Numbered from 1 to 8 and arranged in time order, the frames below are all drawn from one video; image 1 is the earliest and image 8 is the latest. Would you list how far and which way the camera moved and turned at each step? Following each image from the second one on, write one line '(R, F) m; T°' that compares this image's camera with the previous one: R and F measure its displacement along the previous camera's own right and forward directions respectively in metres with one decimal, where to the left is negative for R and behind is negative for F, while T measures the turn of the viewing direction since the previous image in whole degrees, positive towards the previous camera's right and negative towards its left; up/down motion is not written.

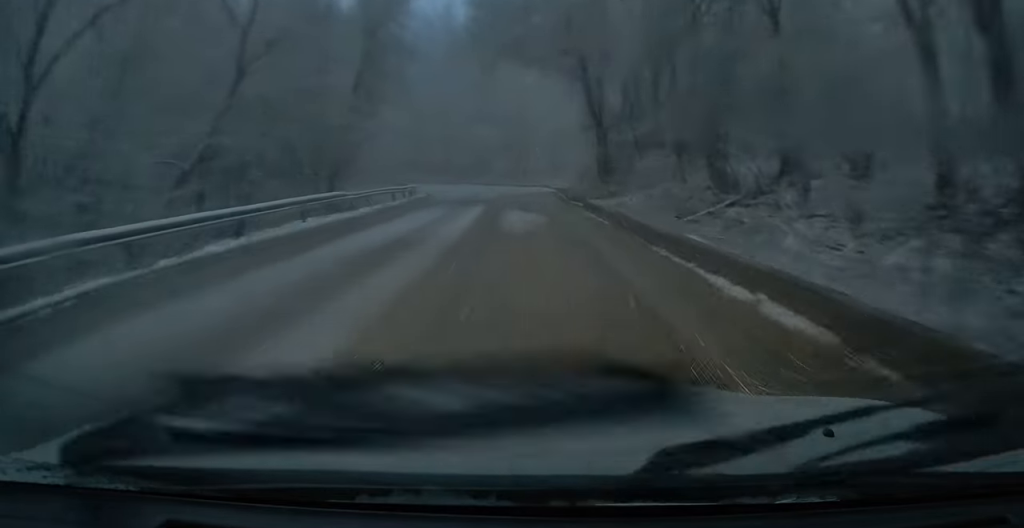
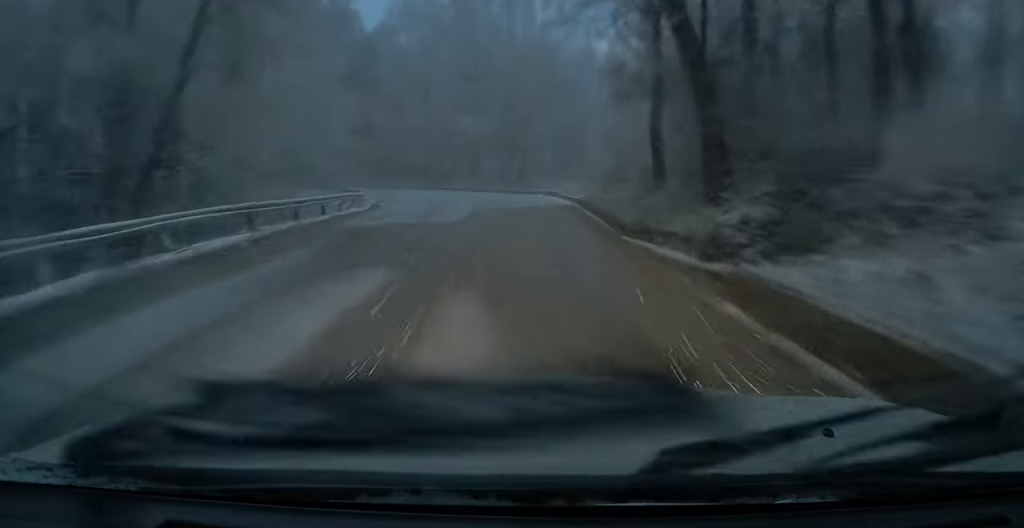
(-0.8, +15.4) m; 0°
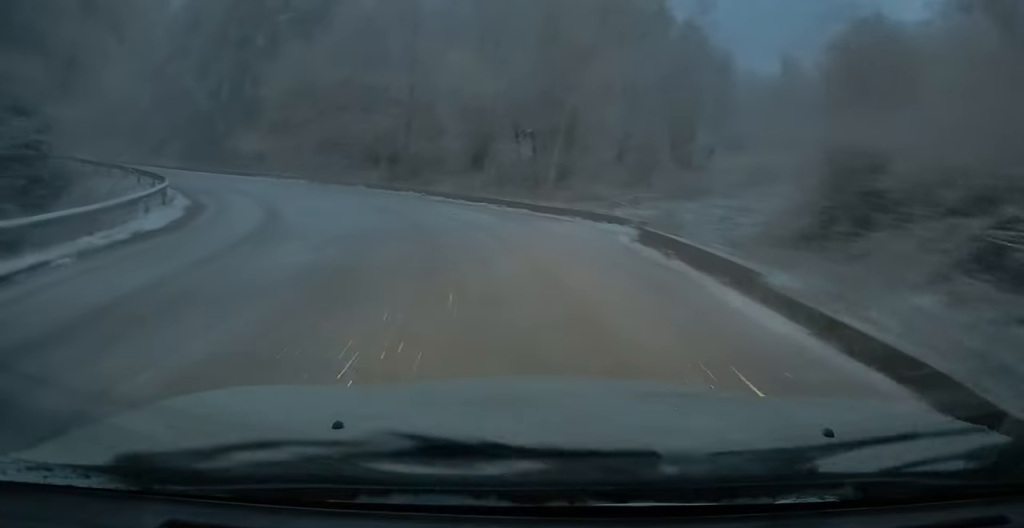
(-1.3, +22.9) m; -15°
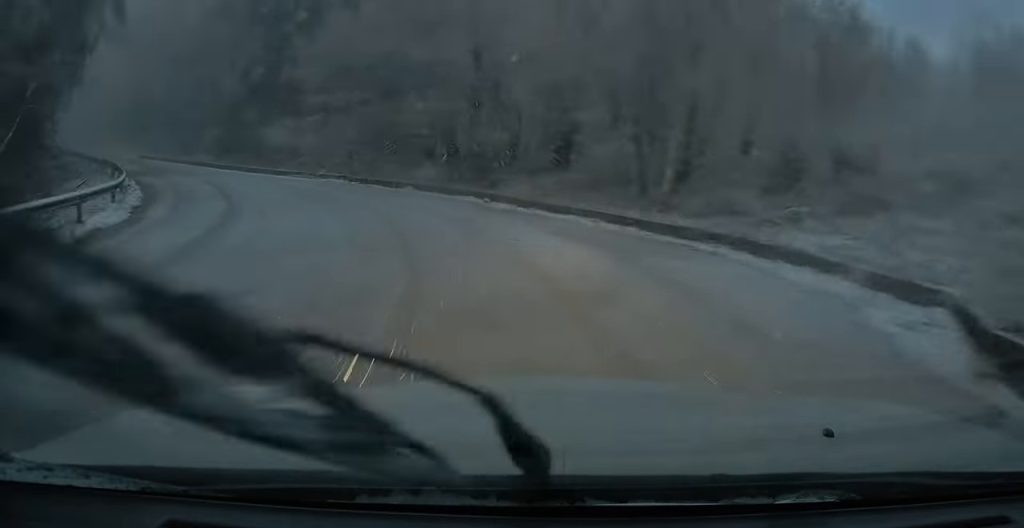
(-0.4, +7.4) m; -7°
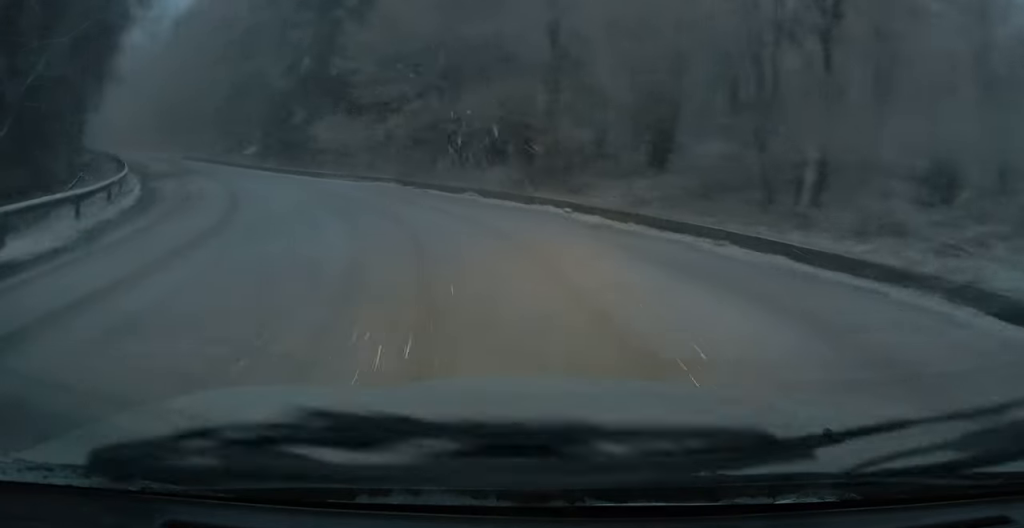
(+0.4, +4.5) m; -4°
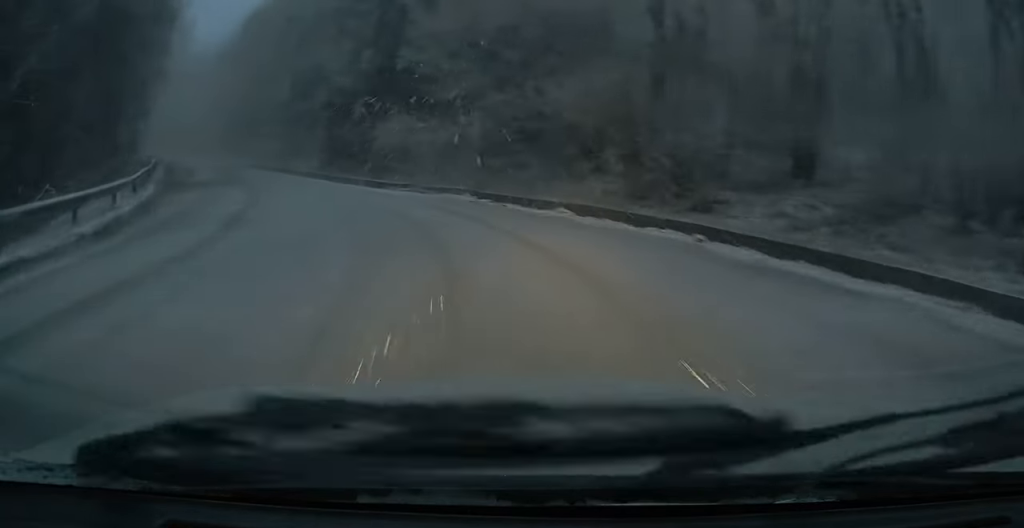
(-0.7, +4.6) m; -6°
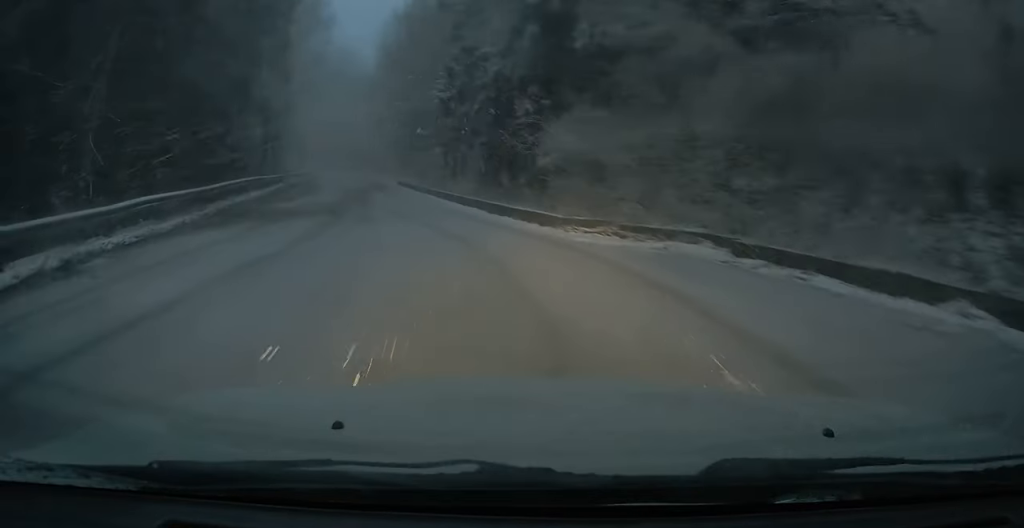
(-1.0, +10.5) m; -9°
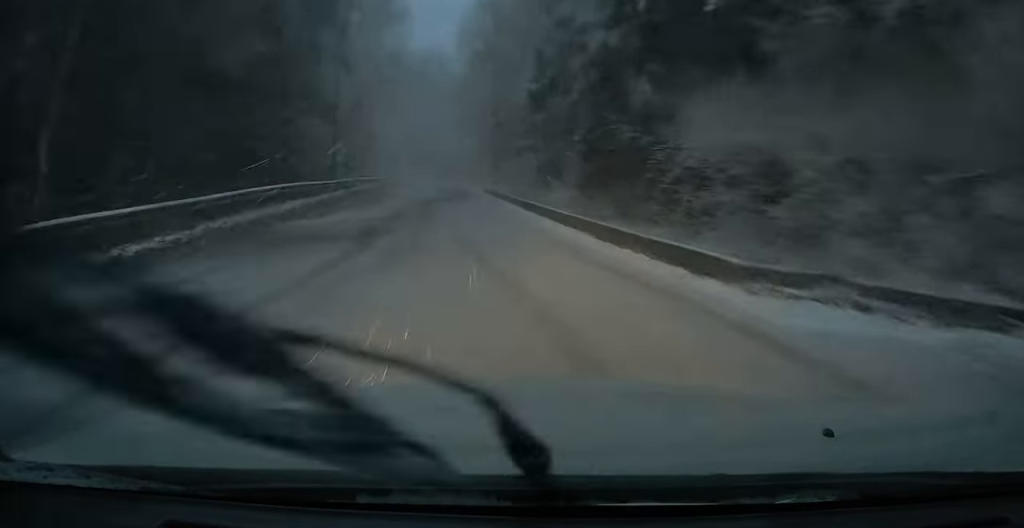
(-0.1, +6.9) m; -4°
